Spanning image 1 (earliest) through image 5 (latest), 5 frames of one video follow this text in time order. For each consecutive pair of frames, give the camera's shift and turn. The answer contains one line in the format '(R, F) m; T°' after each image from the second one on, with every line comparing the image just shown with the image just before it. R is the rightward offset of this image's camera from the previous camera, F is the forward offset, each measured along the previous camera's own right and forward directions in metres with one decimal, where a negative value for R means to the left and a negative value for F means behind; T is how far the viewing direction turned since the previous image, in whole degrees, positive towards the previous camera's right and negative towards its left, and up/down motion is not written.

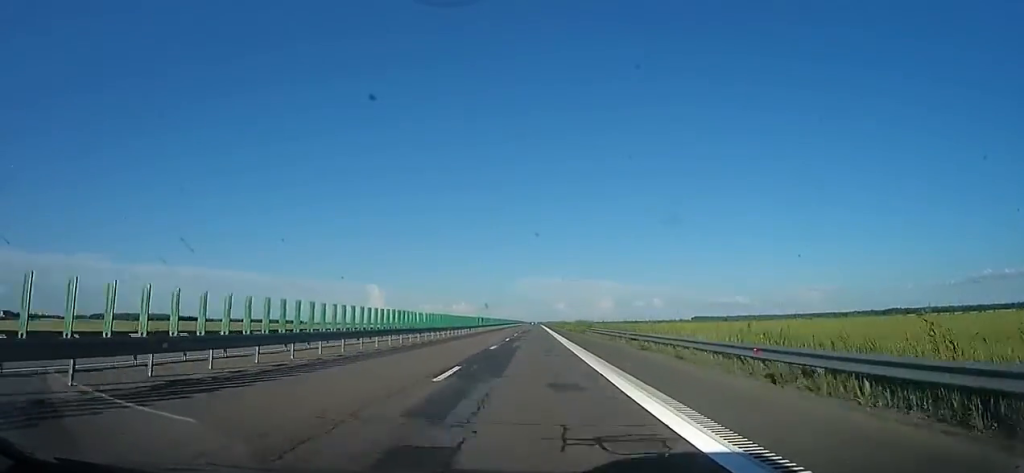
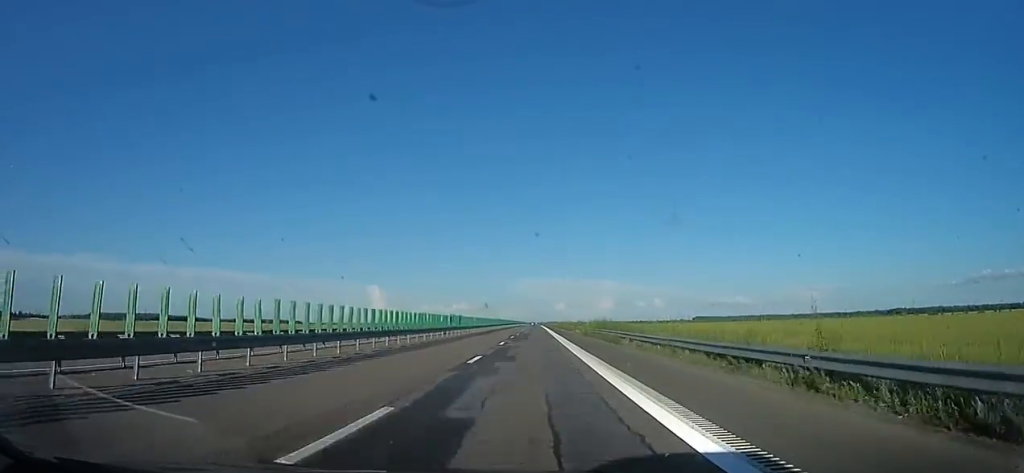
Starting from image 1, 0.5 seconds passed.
(0.0, +18.3) m; 0°
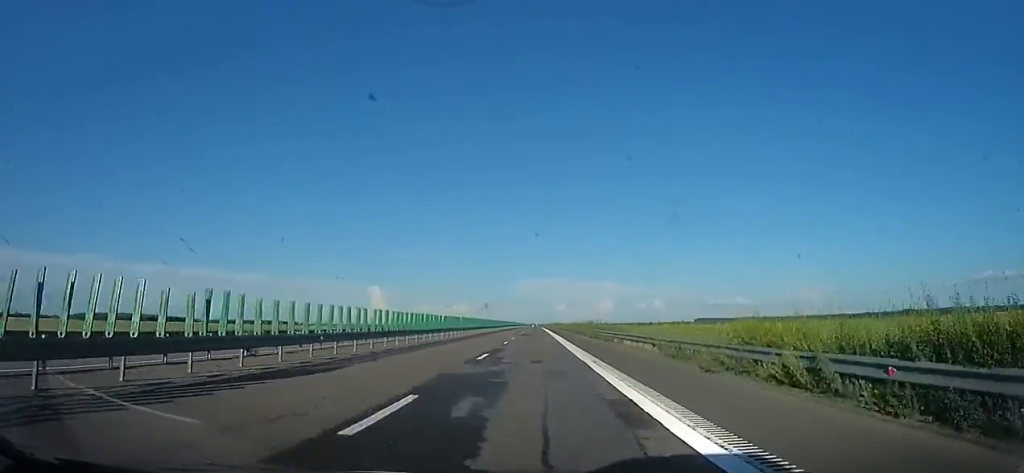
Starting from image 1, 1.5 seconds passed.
(0.0, +34.3) m; 0°
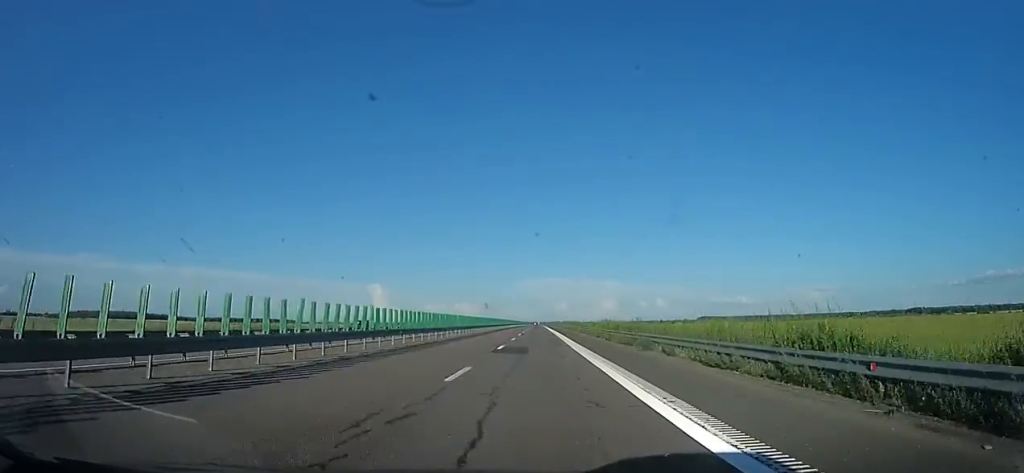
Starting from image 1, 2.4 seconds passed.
(0.0, +31.5) m; 0°
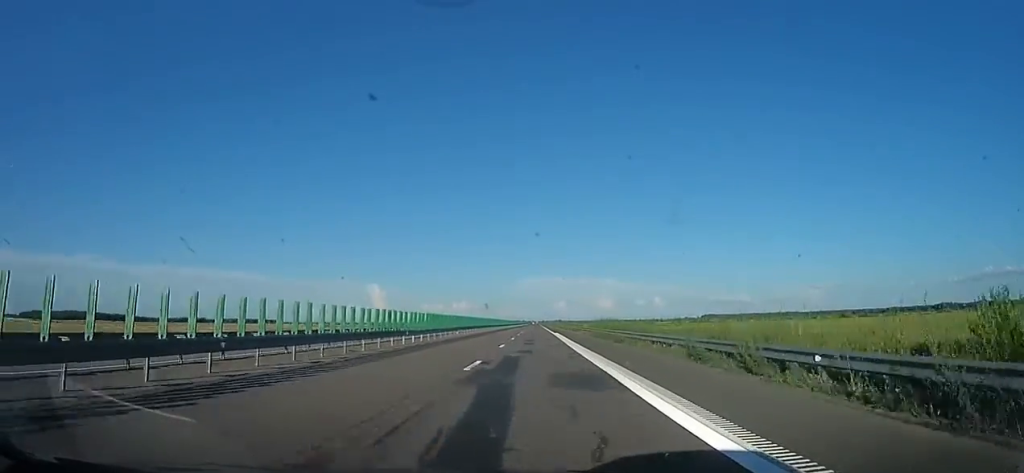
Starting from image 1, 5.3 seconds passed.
(0.0, +106.5) m; 0°
